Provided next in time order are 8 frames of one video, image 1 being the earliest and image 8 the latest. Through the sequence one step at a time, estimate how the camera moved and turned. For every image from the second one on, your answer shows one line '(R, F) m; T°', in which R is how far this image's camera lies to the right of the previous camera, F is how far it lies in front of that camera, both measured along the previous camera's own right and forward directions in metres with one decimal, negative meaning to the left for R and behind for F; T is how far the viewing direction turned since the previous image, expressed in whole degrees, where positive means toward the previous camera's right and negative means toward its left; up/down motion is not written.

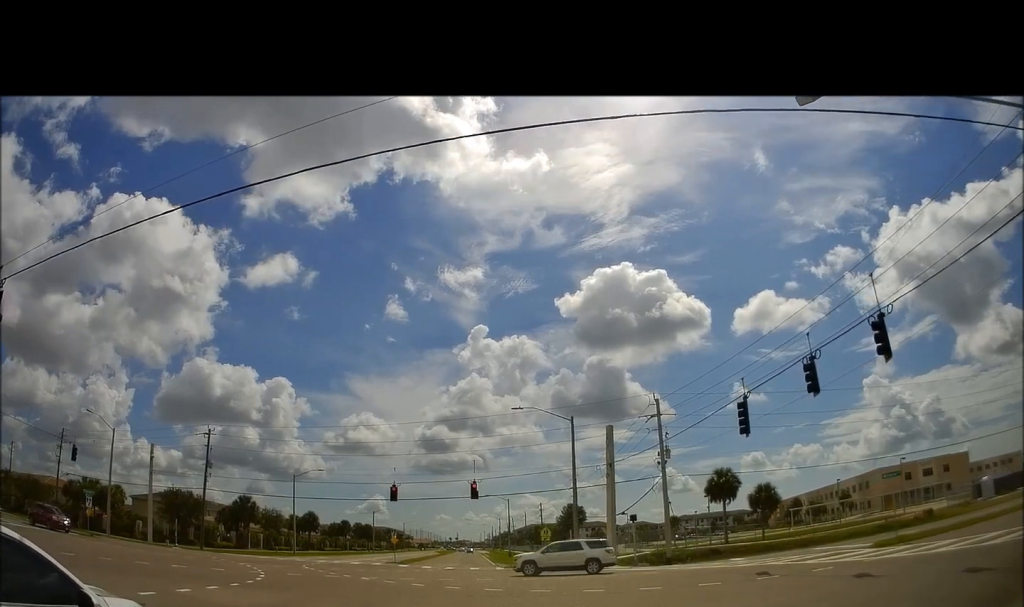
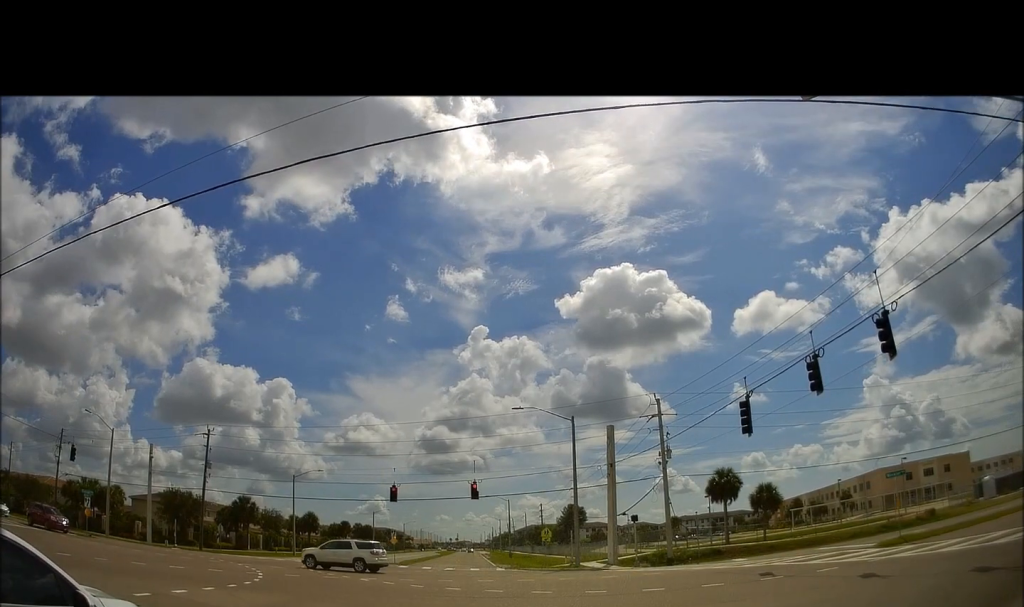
(0.0, 0.0) m; 0°
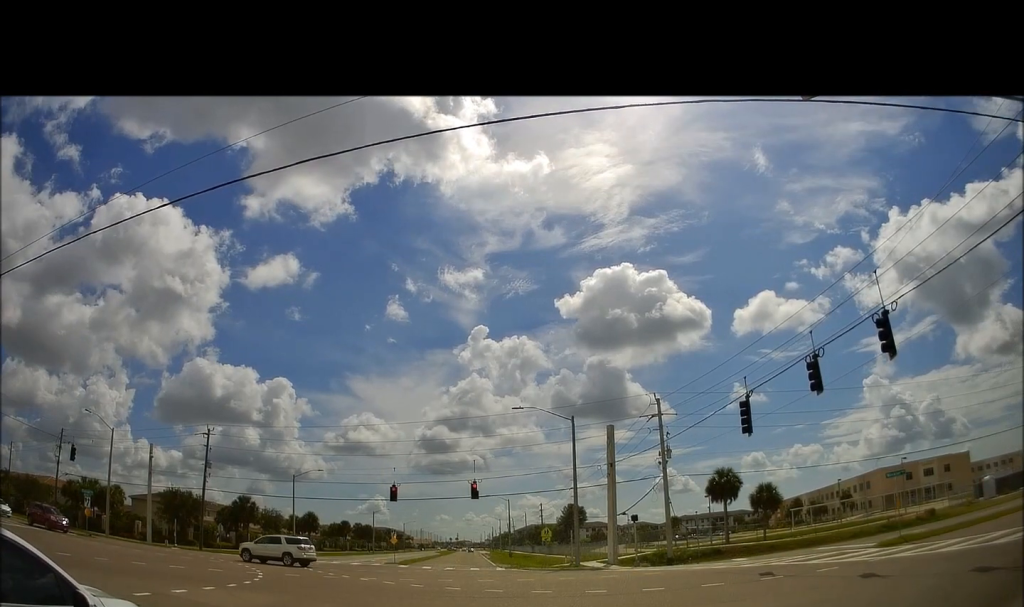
(0.0, 0.0) m; 0°
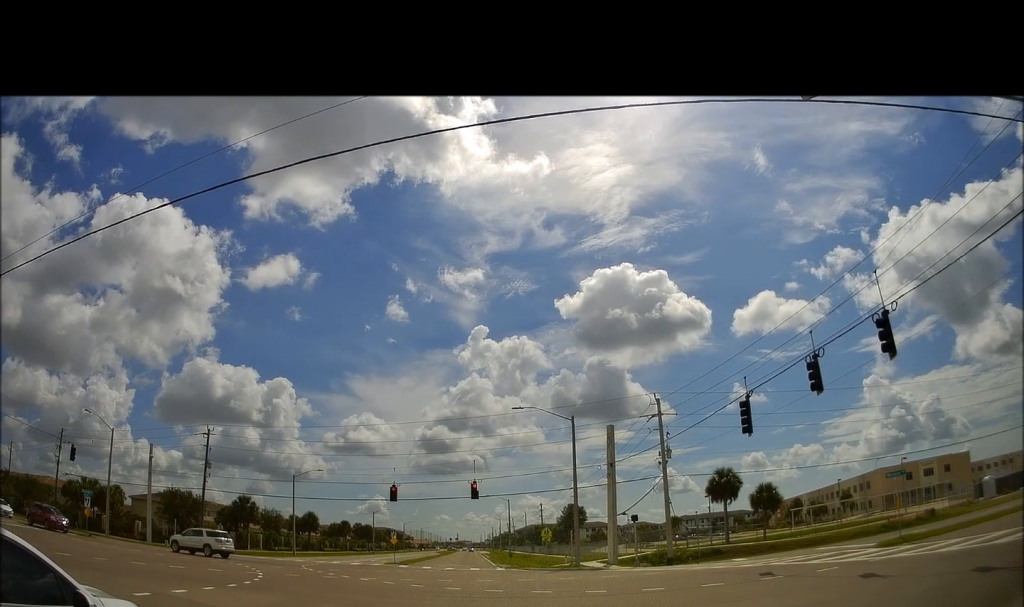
(0.0, 0.0) m; 0°
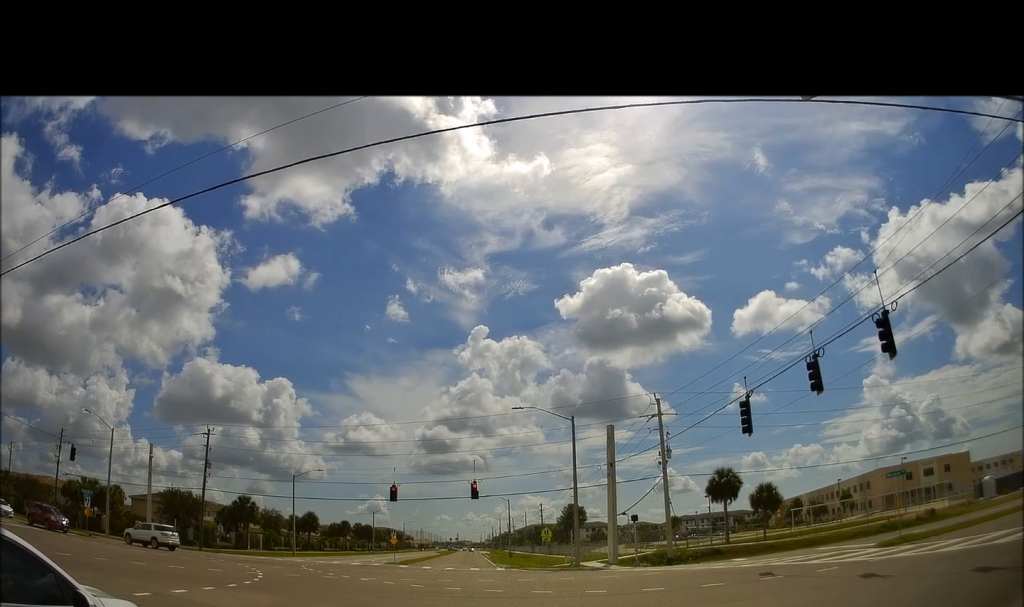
(0.0, 0.0) m; 0°
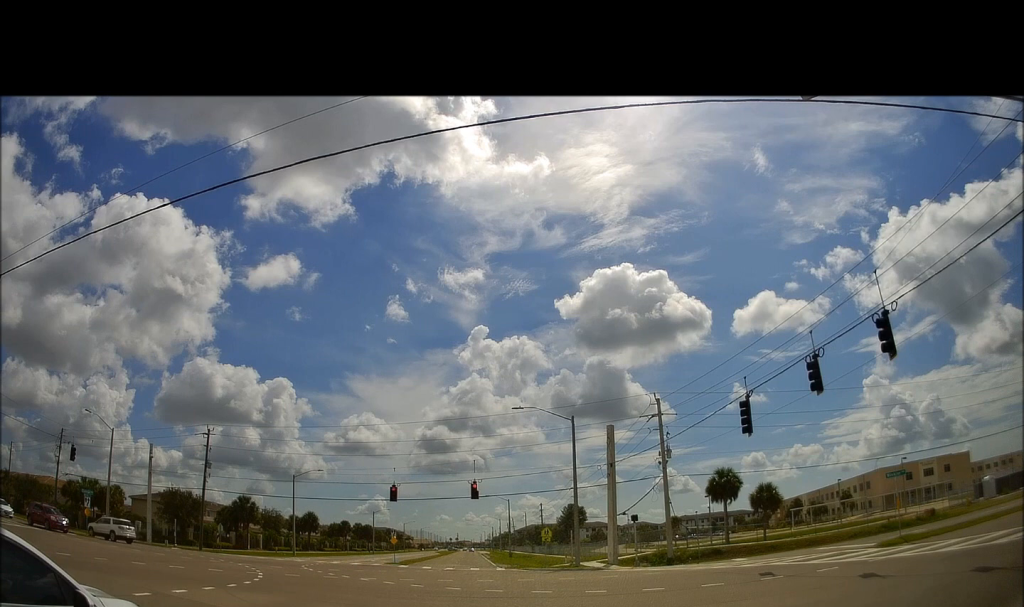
(0.0, 0.0) m; 0°
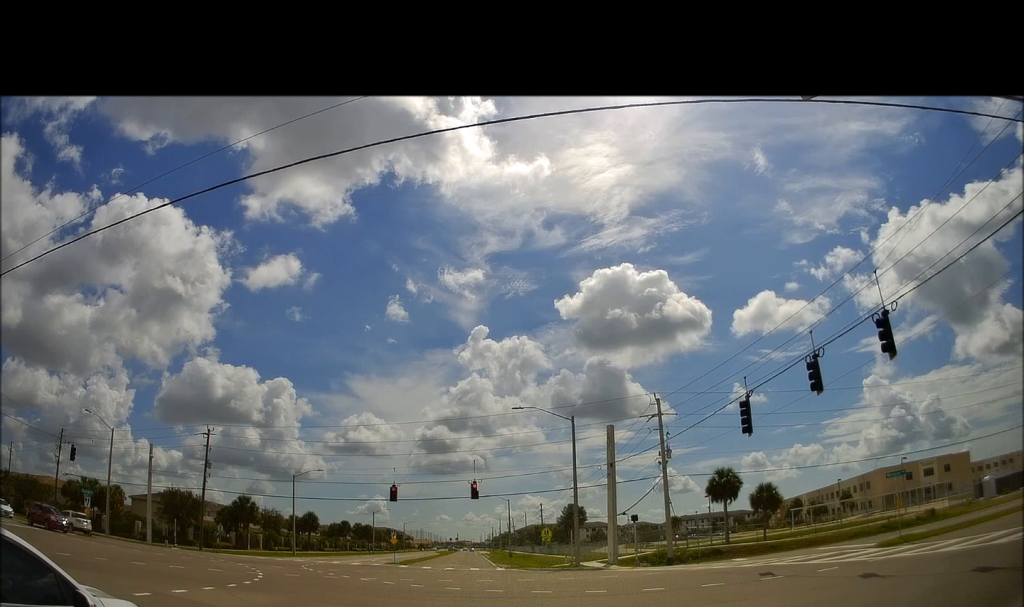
(0.0, 0.0) m; 0°
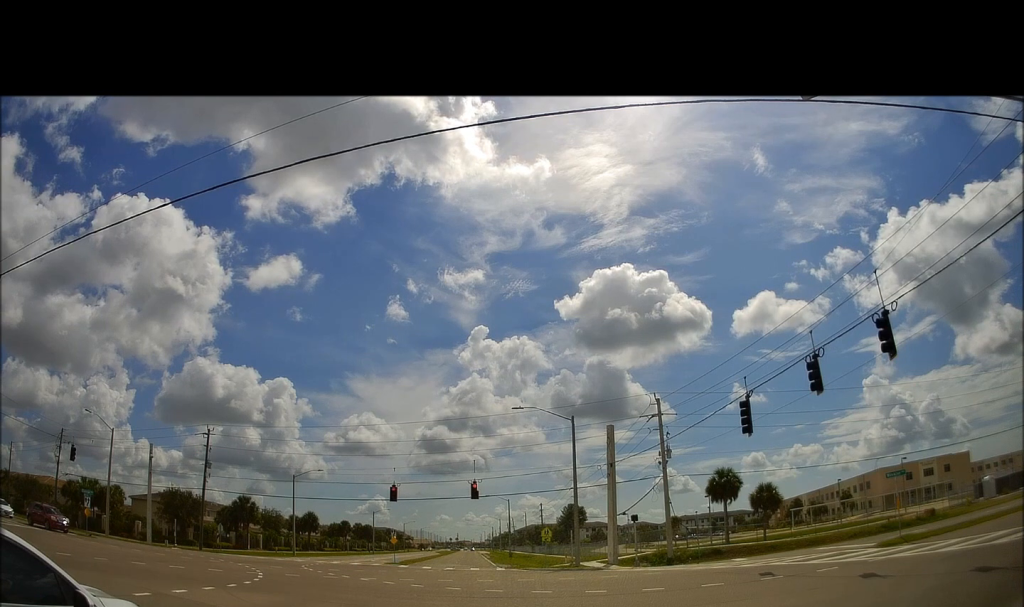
(0.0, 0.0) m; 0°
